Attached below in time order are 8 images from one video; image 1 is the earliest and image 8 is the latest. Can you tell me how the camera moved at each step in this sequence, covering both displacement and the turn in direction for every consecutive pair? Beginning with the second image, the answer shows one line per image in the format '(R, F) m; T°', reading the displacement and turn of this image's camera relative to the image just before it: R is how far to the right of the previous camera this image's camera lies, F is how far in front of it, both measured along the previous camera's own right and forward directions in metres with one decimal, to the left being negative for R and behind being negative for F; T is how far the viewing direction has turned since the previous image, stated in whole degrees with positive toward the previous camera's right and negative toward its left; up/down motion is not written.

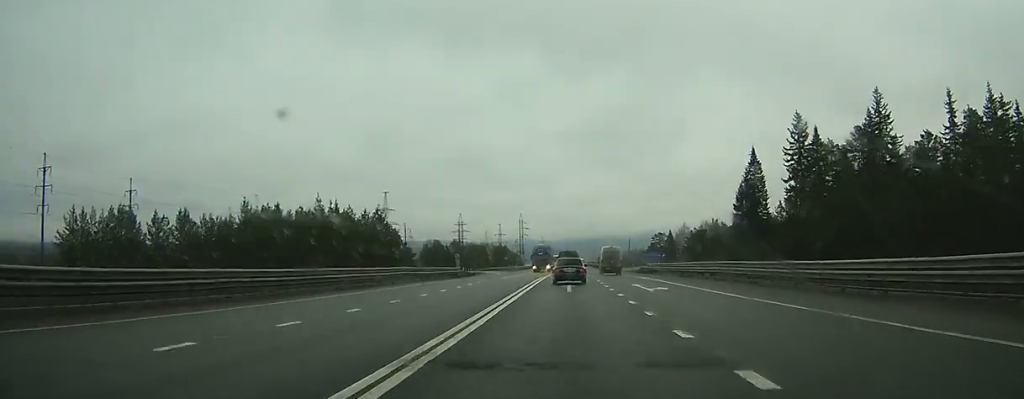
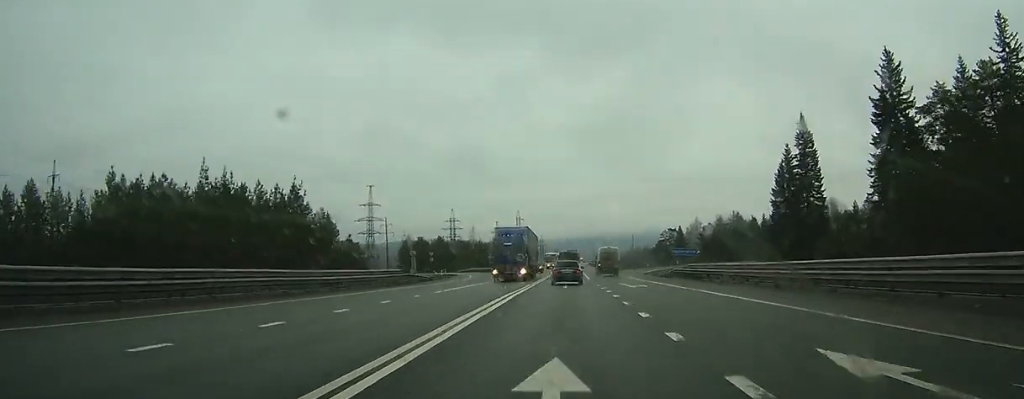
(0.0, +24.3) m; 0°
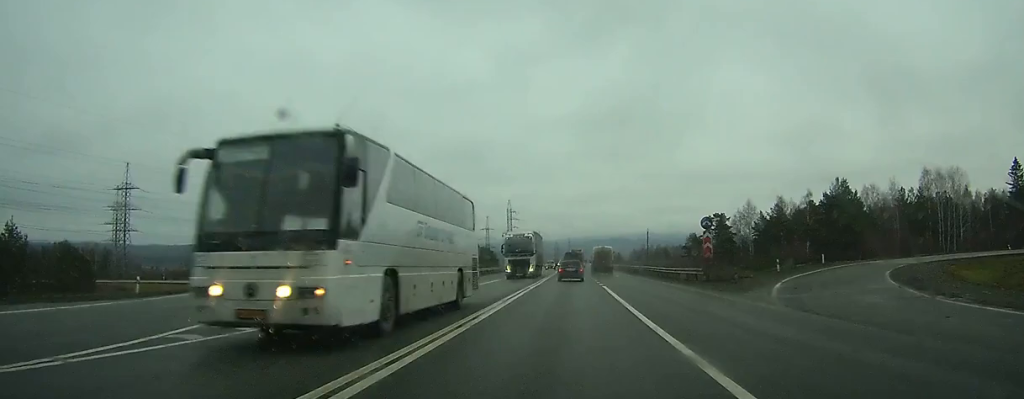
(-0.5, +66.8) m; 0°
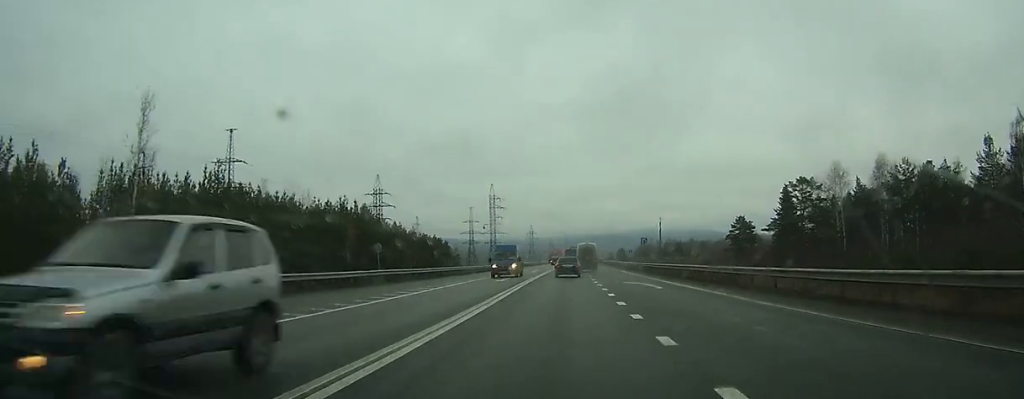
(+0.3, +57.3) m; +1°
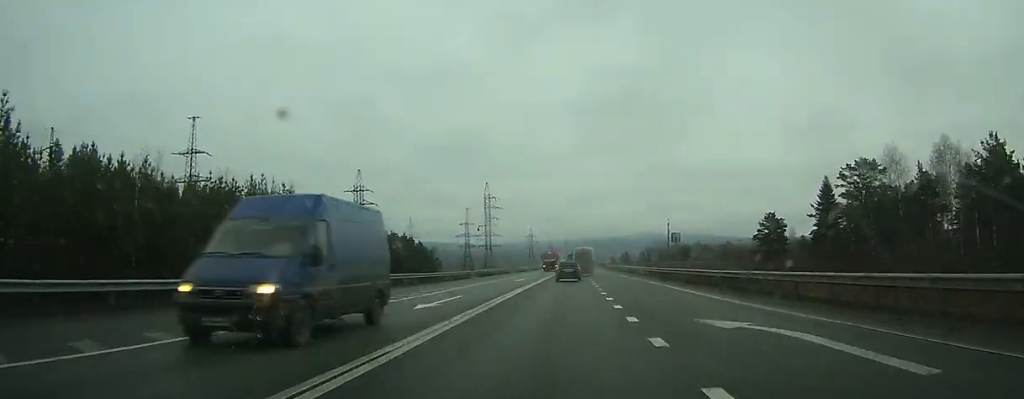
(+0.1, +19.6) m; 0°
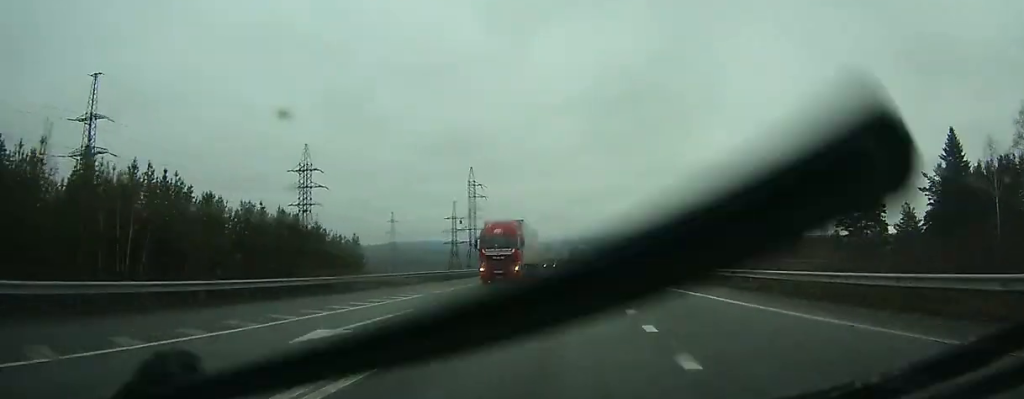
(+0.1, +37.3) m; 0°
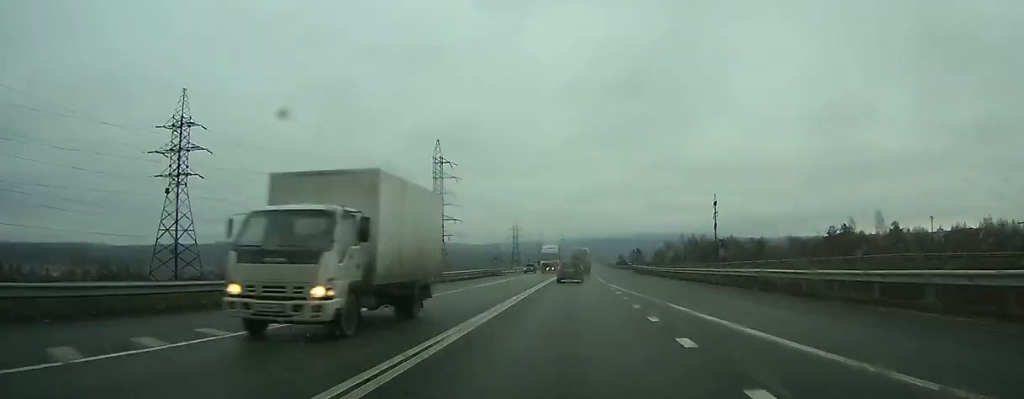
(+0.1, +47.9) m; 0°
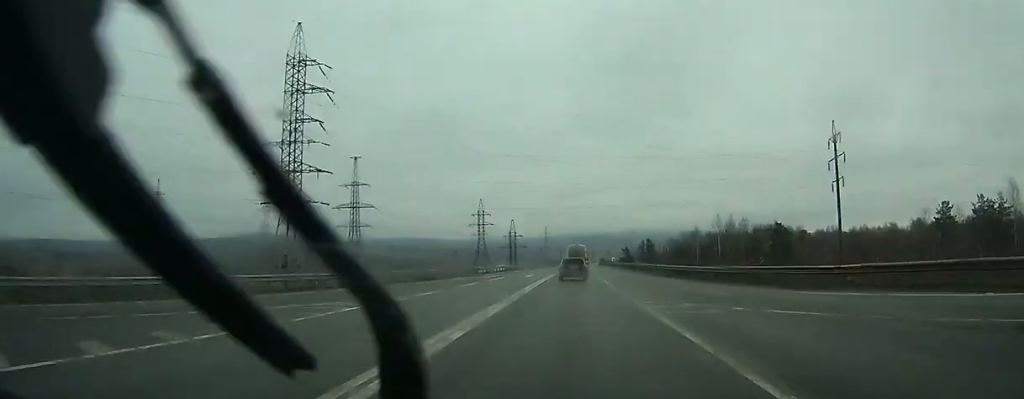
(0.0, +78.7) m; +1°
